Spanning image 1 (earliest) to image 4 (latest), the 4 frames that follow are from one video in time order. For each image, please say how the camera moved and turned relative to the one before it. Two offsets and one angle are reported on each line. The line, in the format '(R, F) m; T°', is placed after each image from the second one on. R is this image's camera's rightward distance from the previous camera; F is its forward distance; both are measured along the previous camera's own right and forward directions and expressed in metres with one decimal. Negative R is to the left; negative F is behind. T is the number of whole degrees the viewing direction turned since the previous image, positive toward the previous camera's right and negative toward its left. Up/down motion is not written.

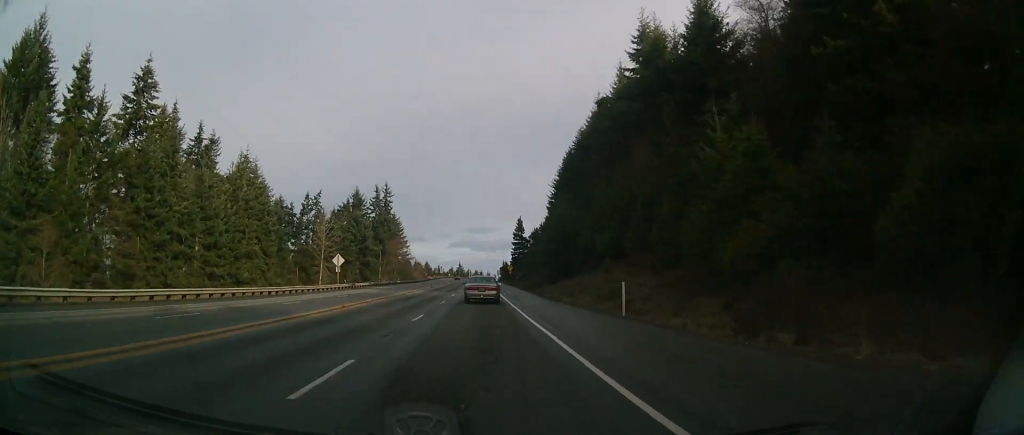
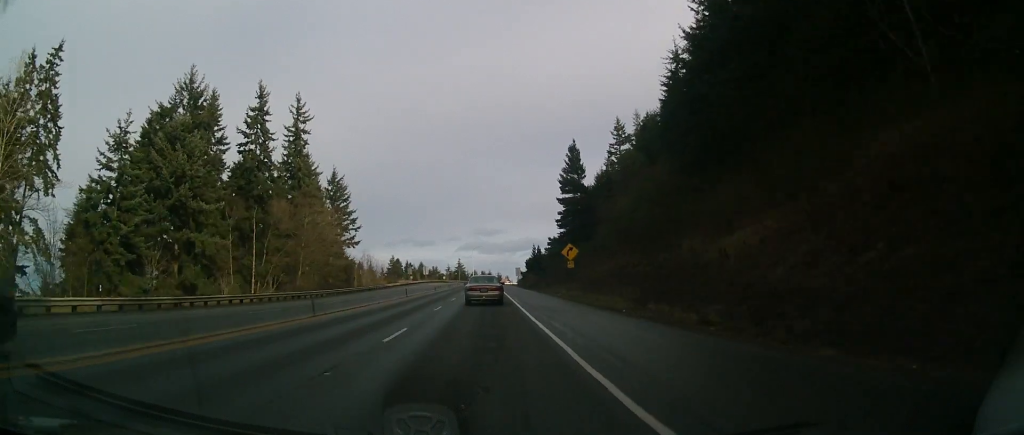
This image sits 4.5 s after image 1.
(-3.2, +107.9) m; -2°
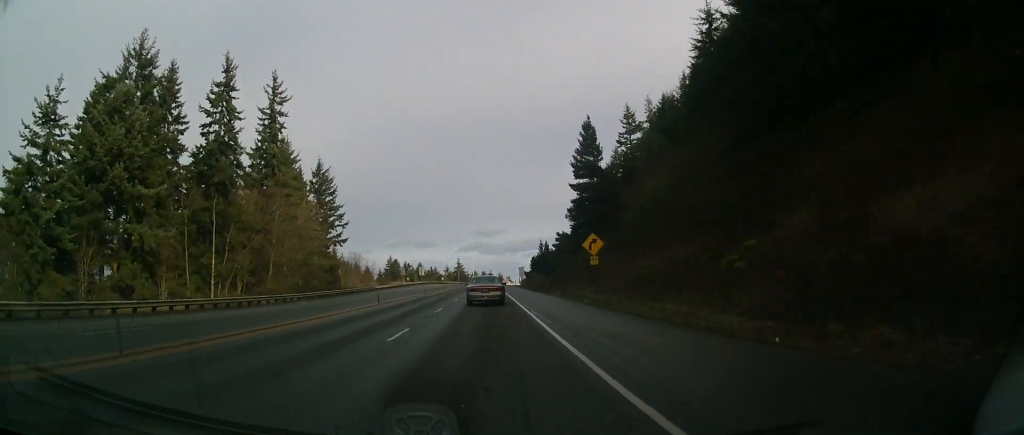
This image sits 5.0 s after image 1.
(0.0, +12.8) m; 0°
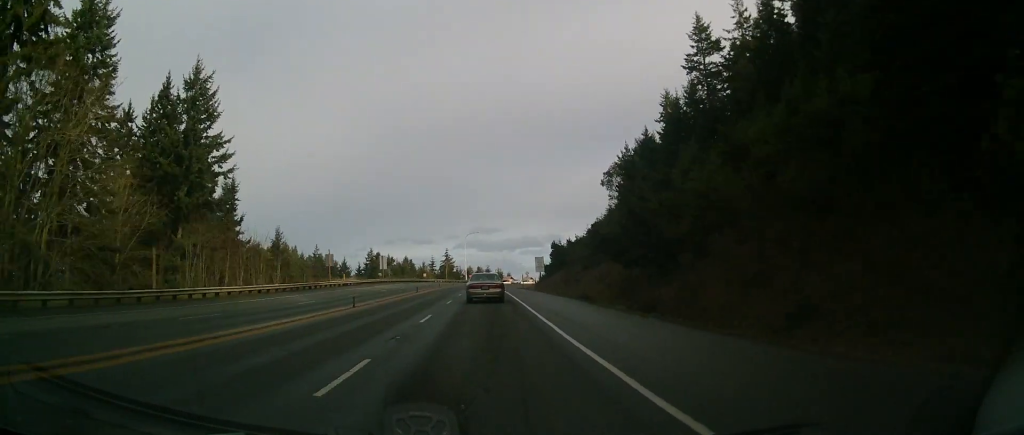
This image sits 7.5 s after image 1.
(-0.5, +56.9) m; -1°
